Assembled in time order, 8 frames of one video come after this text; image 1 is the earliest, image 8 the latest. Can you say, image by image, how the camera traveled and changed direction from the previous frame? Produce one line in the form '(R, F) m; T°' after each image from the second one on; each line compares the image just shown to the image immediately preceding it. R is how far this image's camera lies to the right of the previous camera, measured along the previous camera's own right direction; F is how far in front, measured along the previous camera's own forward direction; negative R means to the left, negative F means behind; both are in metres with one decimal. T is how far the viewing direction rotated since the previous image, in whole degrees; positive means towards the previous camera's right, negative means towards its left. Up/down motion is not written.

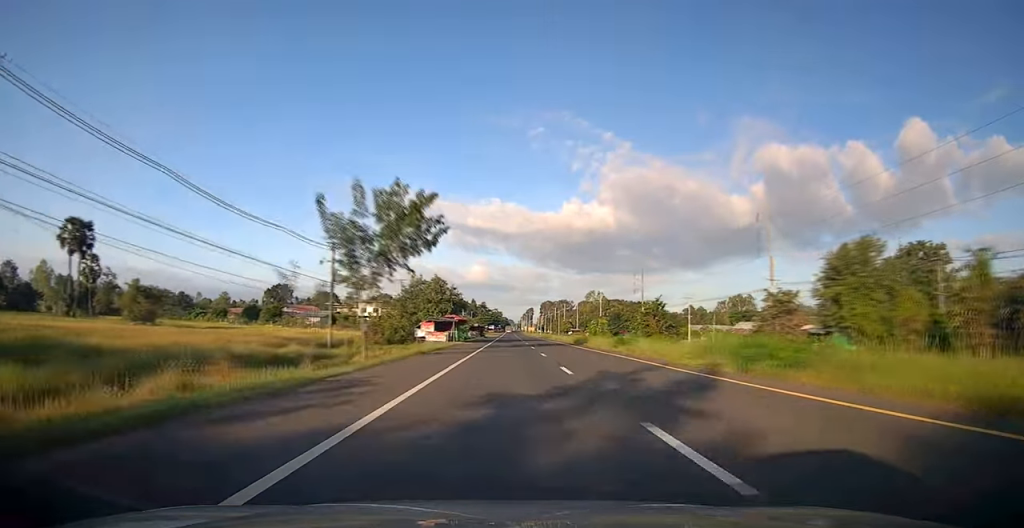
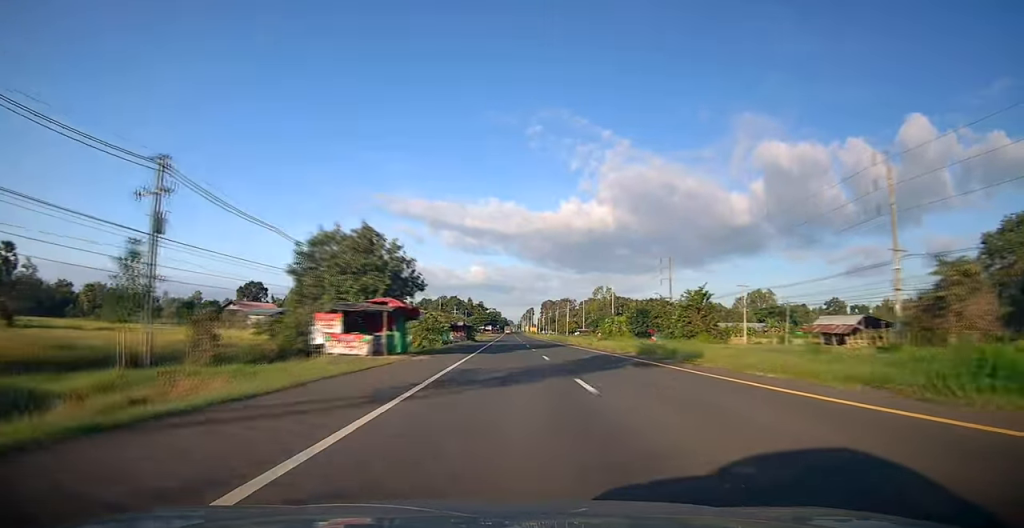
(+0.2, +28.6) m; 0°
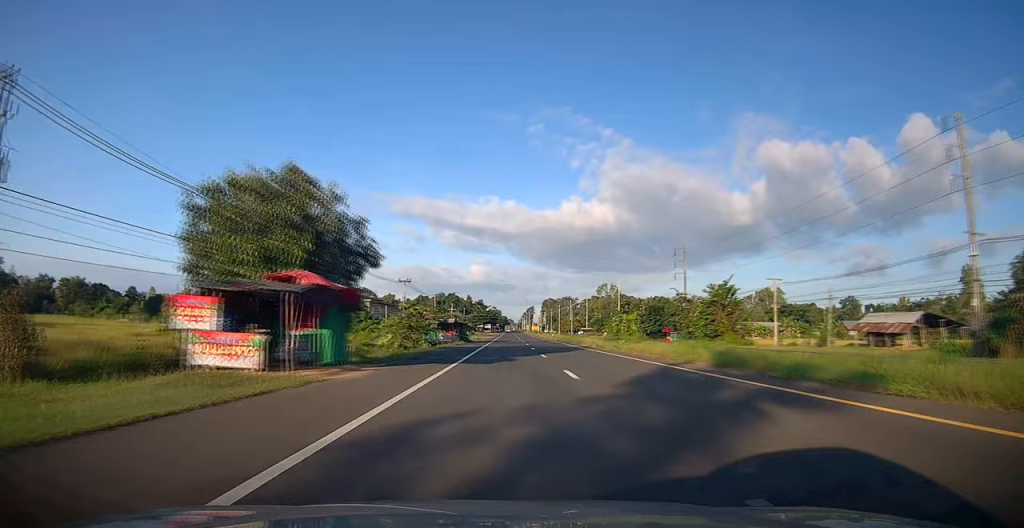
(-0.1, +10.6) m; 0°
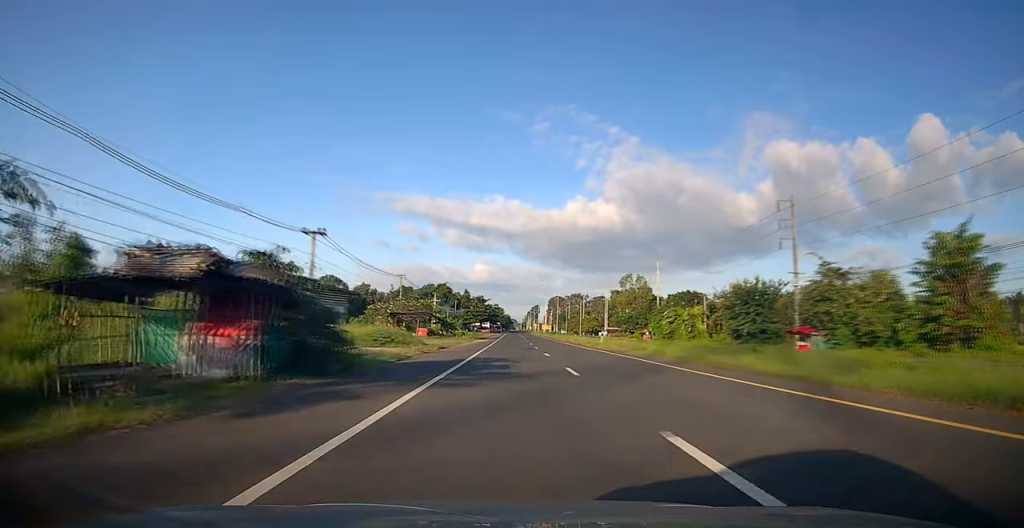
(+0.2, +46.8) m; 0°
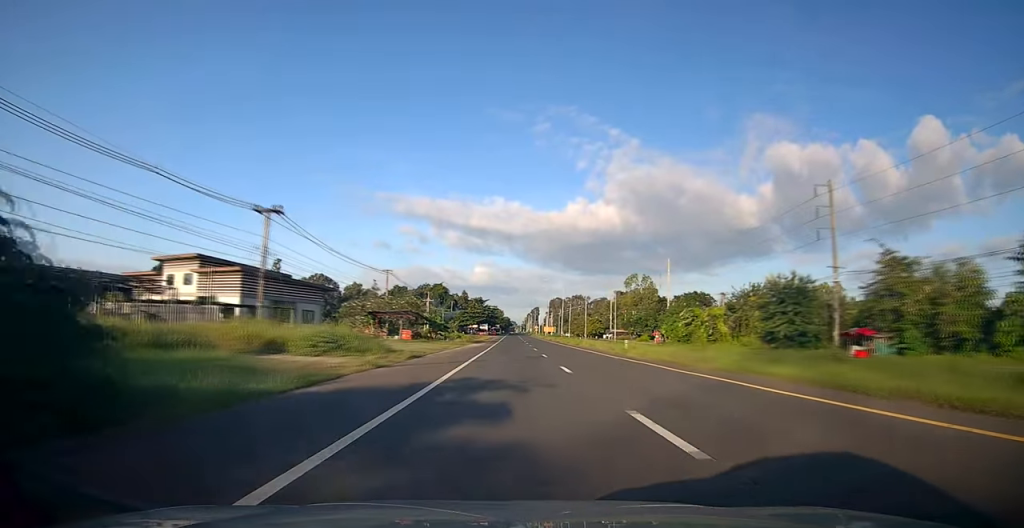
(0.0, +9.8) m; 0°
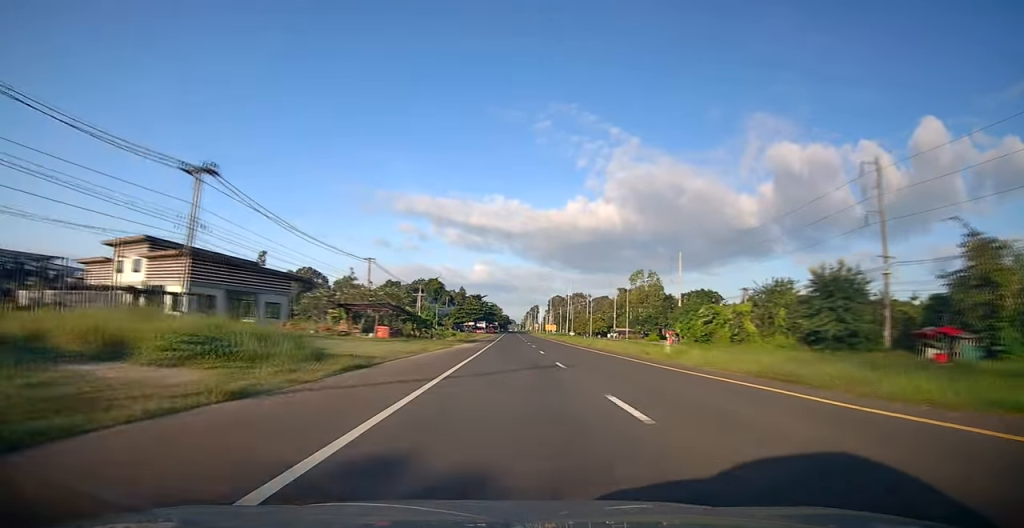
(-0.1, +9.8) m; 0°
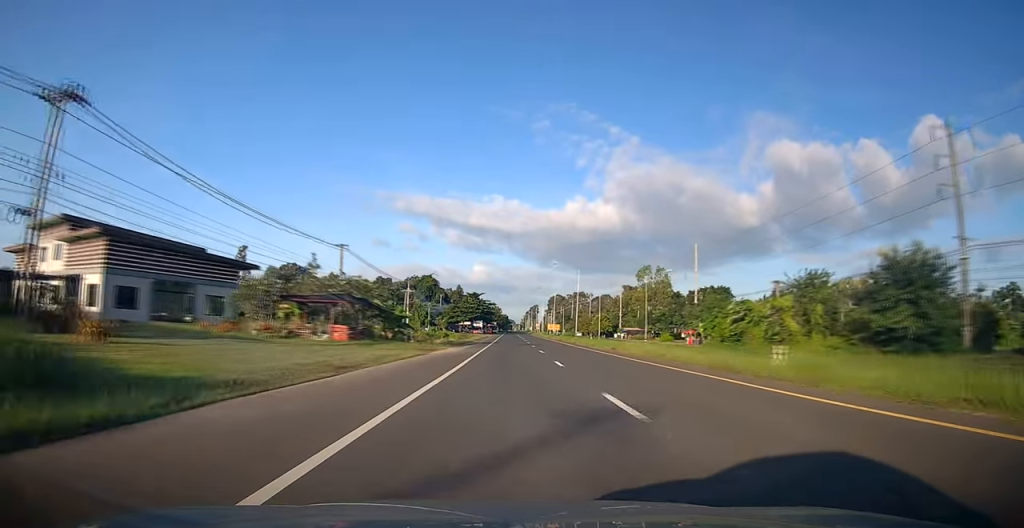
(0.0, +11.5) m; 0°
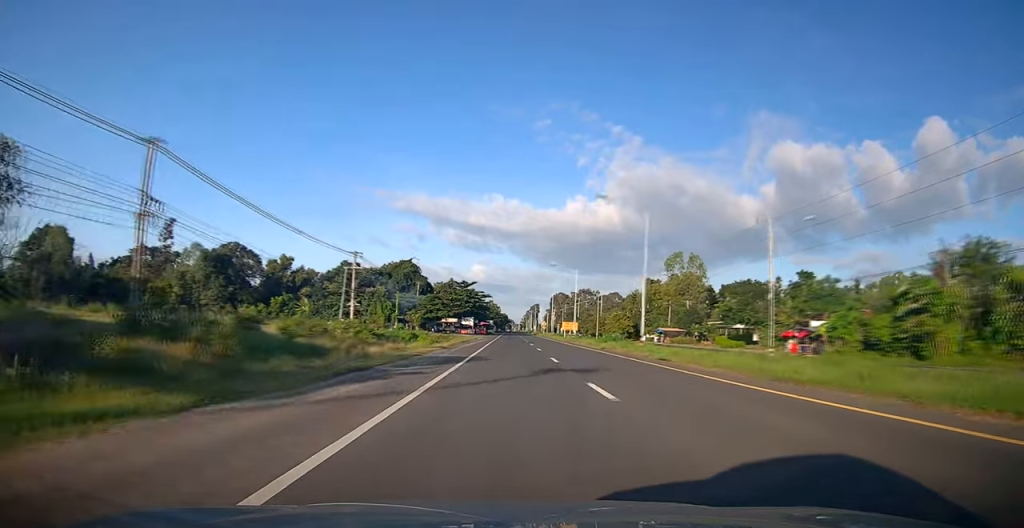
(0.0, +33.7) m; 0°
